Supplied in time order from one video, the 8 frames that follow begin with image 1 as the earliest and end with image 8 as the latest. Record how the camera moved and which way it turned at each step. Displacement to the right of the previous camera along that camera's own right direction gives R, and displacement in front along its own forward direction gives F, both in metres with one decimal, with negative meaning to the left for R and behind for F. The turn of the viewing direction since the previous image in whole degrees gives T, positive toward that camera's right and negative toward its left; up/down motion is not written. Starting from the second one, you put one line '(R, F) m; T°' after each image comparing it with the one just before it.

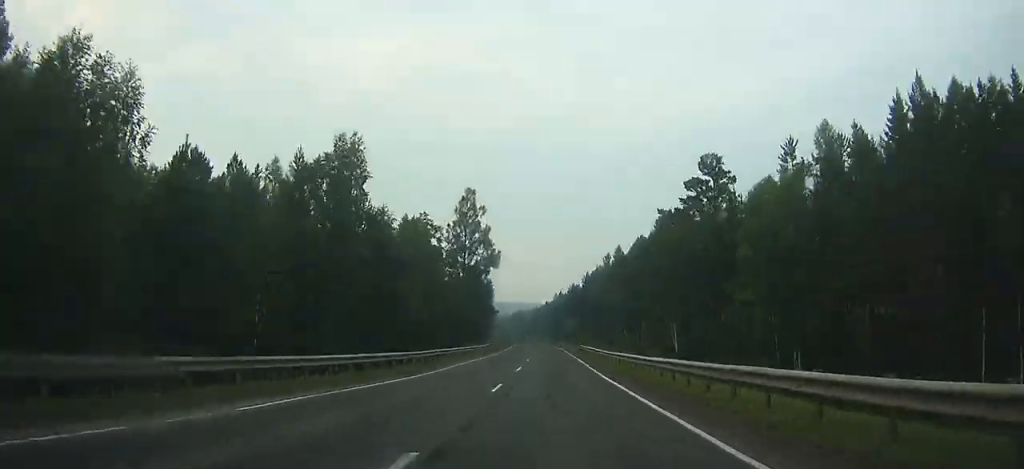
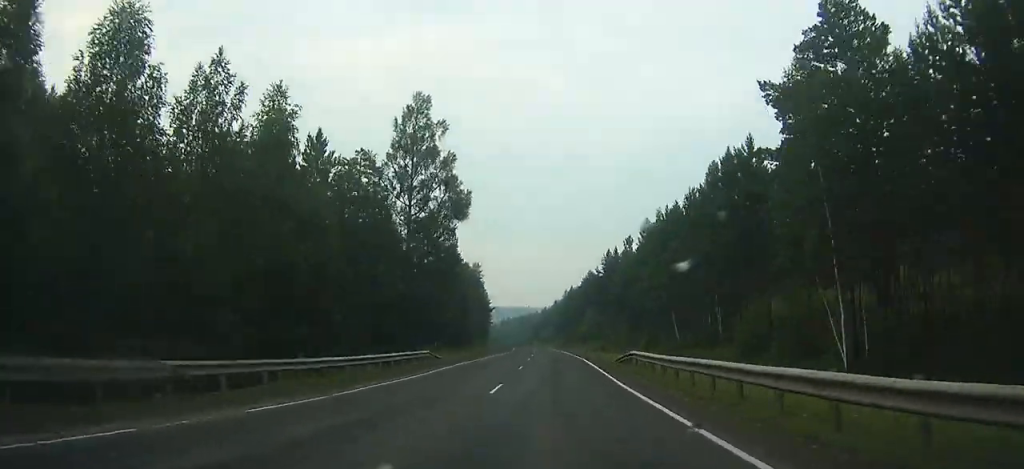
(-0.3, +35.8) m; -1°
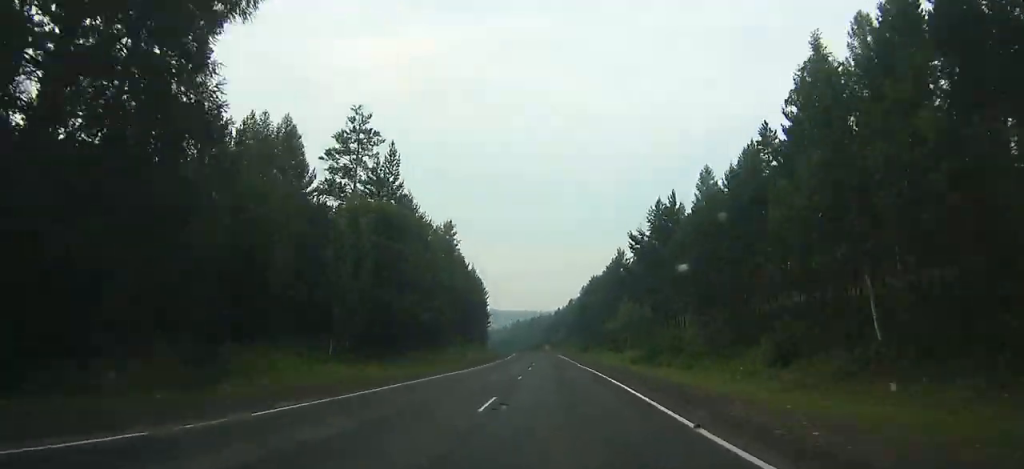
(-0.3, +38.1) m; -1°
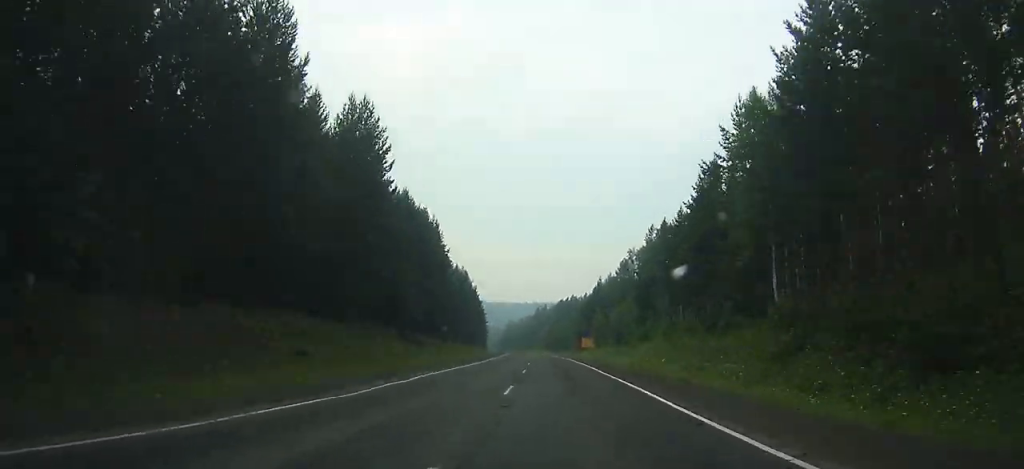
(-2.6, +107.1) m; -3°
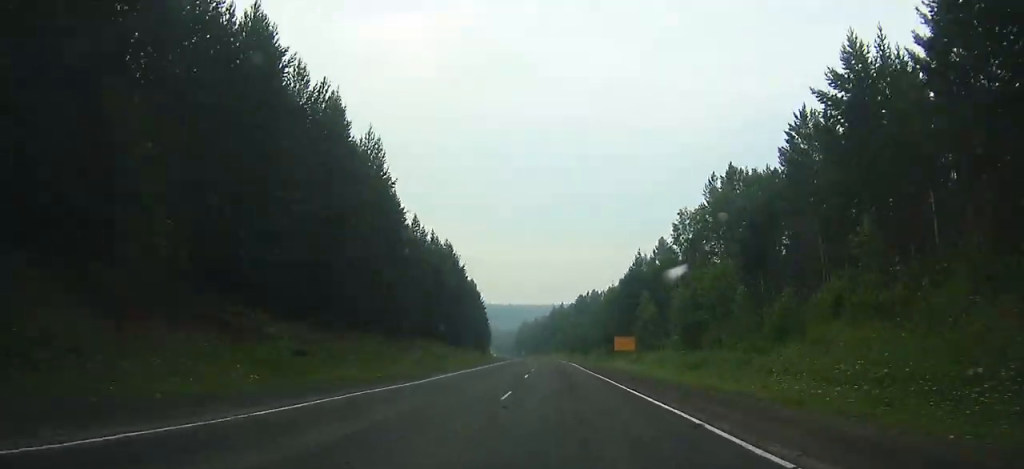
(-0.4, +37.7) m; -1°
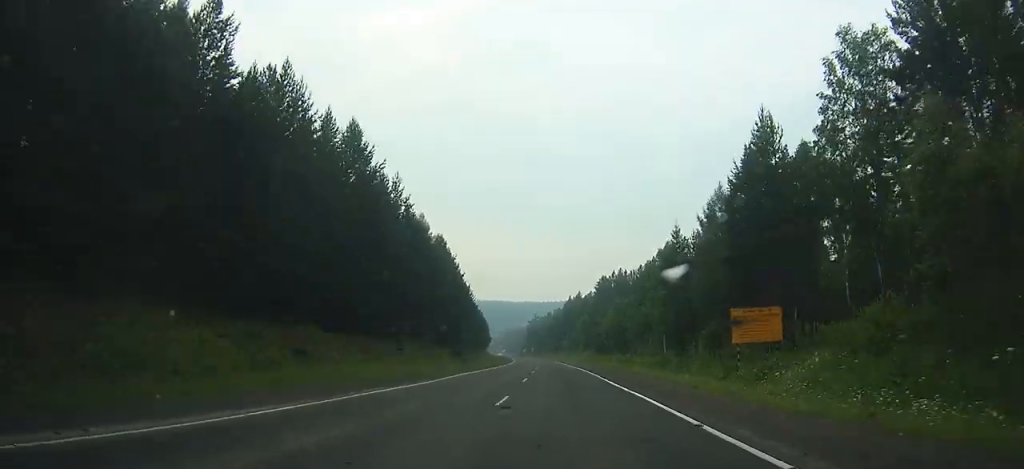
(-0.8, +50.1) m; -2°
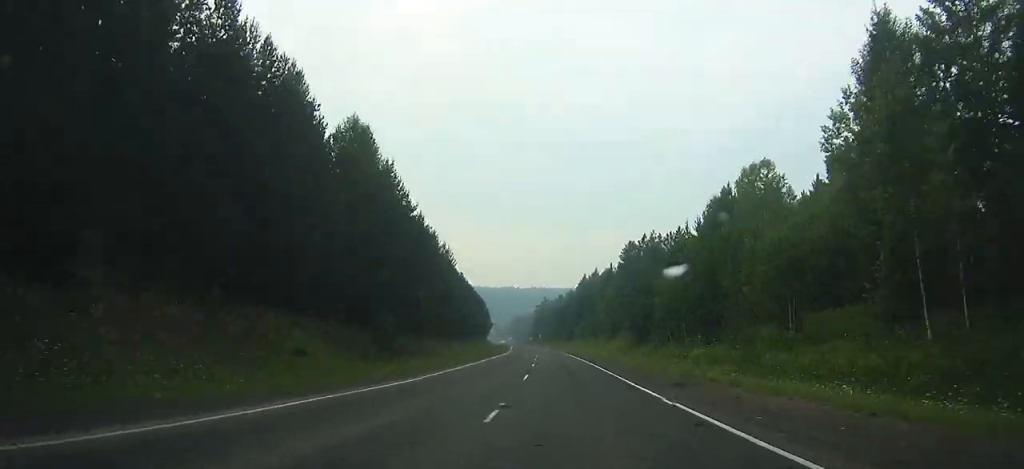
(-0.1, +40.0) m; -1°
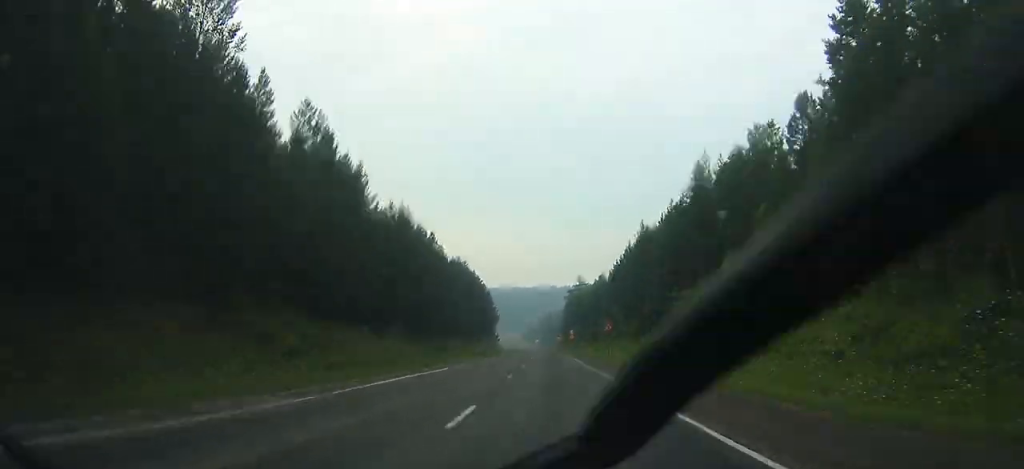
(-2.9, +92.7) m; -3°
